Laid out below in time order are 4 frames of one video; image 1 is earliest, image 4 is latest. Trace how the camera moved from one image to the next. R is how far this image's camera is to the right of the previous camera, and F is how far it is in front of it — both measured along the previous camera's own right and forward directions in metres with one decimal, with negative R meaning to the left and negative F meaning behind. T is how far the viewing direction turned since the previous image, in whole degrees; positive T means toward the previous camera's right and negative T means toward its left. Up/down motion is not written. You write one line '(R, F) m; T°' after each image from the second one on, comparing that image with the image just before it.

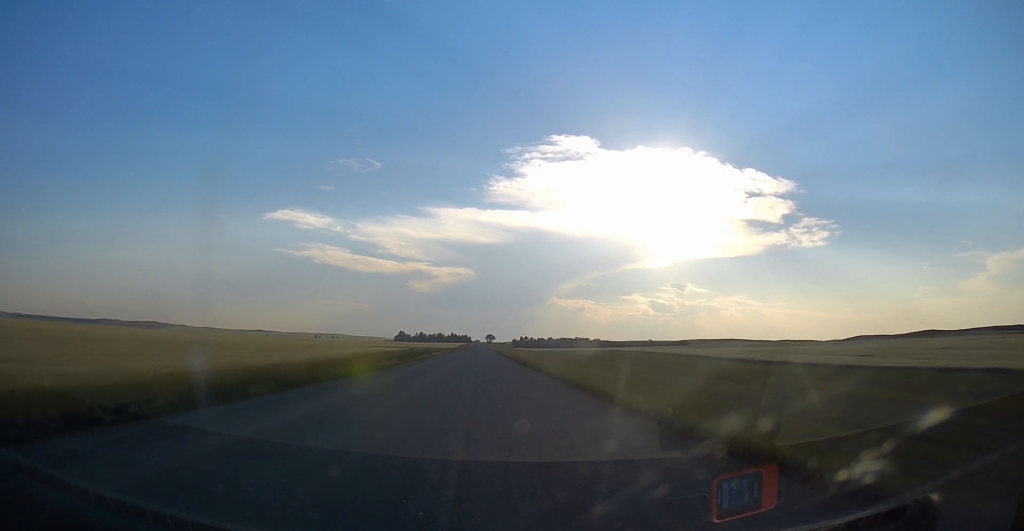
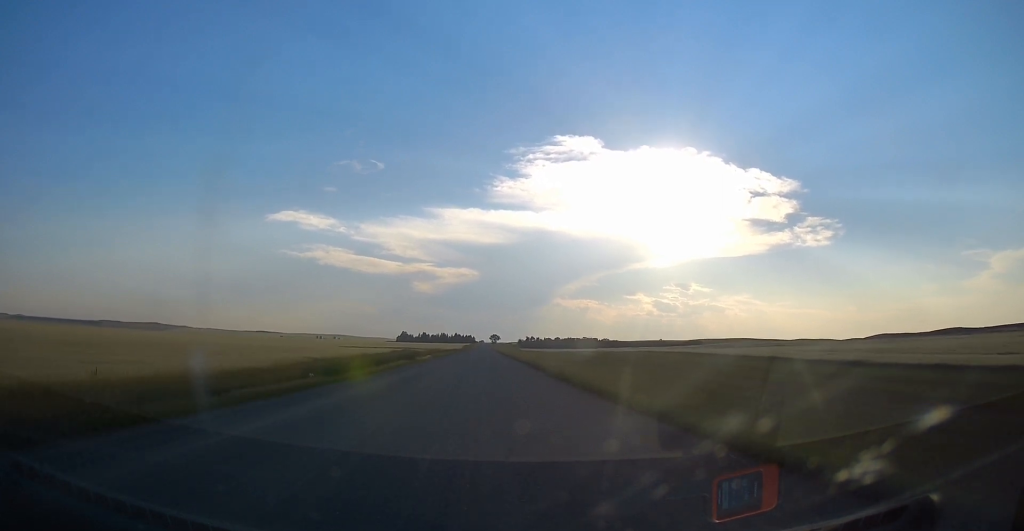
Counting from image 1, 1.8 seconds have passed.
(+0.2, +24.3) m; +2°
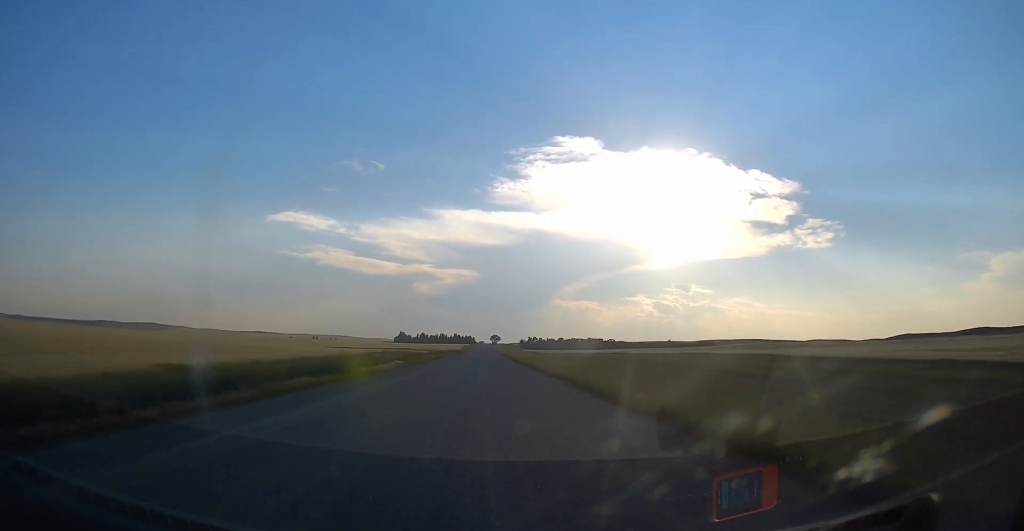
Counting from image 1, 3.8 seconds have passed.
(-0.2, +28.2) m; -2°
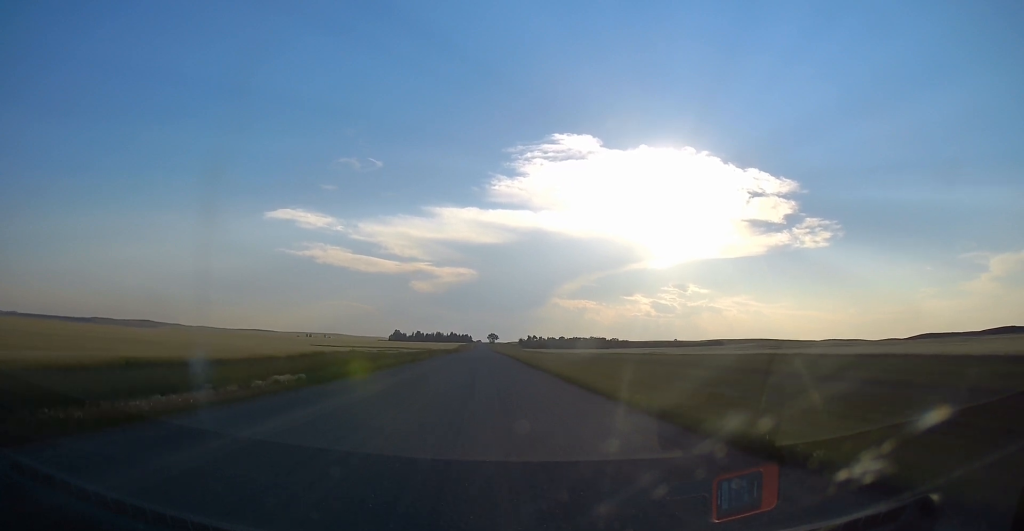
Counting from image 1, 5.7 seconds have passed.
(0.0, +27.7) m; 0°
